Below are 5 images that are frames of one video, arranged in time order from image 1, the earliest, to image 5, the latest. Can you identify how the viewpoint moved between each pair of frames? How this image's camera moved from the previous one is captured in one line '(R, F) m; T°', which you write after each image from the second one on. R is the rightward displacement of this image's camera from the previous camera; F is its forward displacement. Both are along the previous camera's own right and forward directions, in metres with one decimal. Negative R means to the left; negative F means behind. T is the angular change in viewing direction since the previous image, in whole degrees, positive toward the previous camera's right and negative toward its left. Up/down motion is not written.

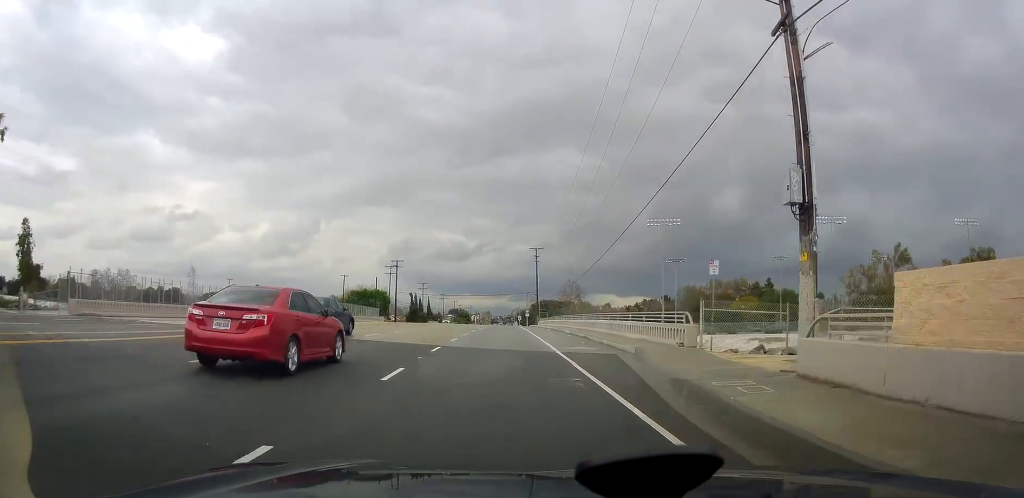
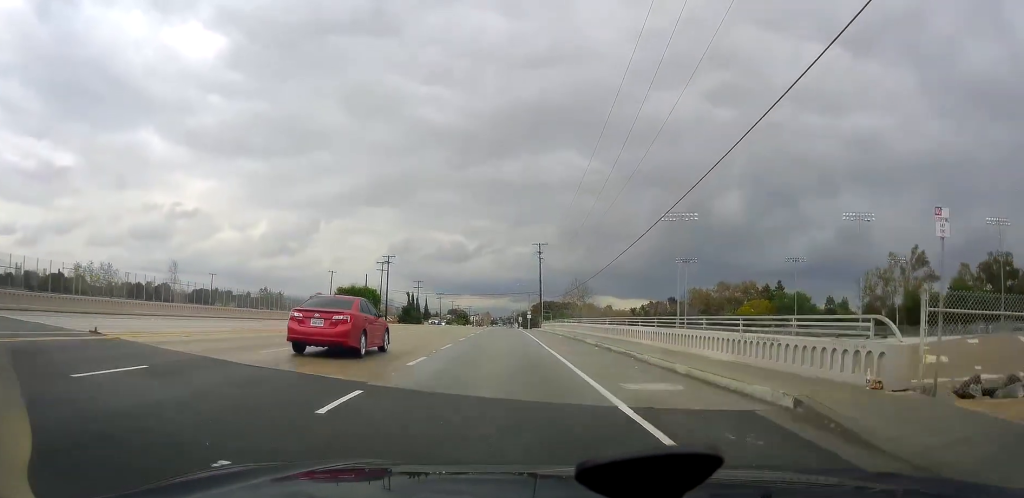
(-0.1, +10.9) m; -1°
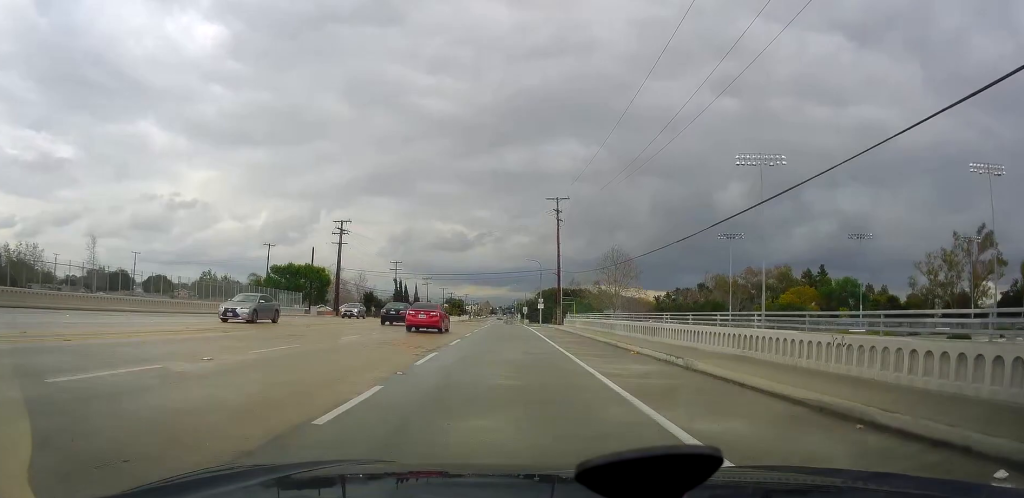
(-0.7, +36.9) m; -2°
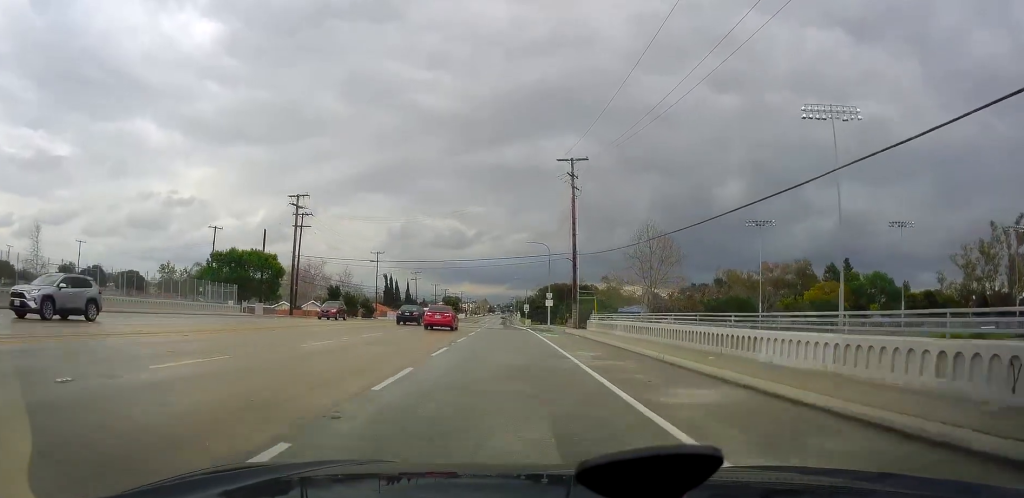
(+0.2, +19.1) m; +2°
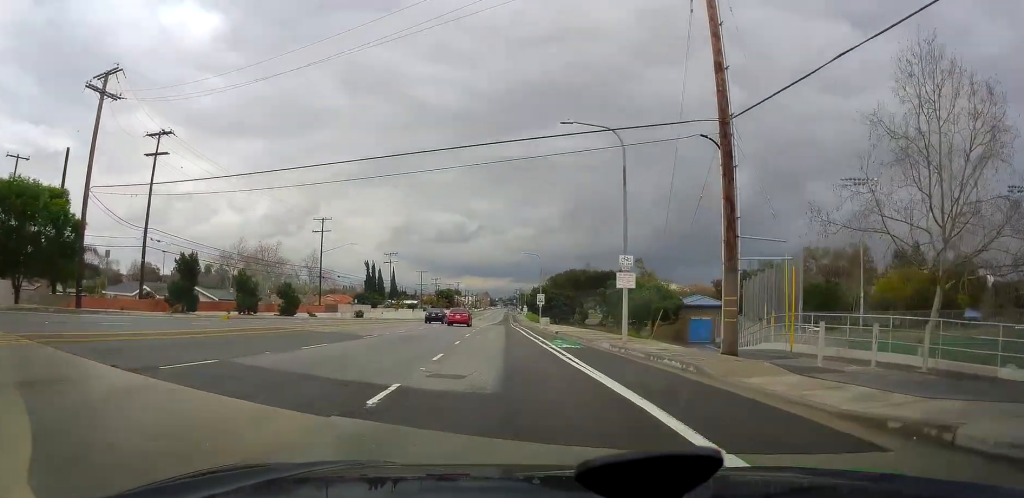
(+0.3, +39.4) m; 0°
